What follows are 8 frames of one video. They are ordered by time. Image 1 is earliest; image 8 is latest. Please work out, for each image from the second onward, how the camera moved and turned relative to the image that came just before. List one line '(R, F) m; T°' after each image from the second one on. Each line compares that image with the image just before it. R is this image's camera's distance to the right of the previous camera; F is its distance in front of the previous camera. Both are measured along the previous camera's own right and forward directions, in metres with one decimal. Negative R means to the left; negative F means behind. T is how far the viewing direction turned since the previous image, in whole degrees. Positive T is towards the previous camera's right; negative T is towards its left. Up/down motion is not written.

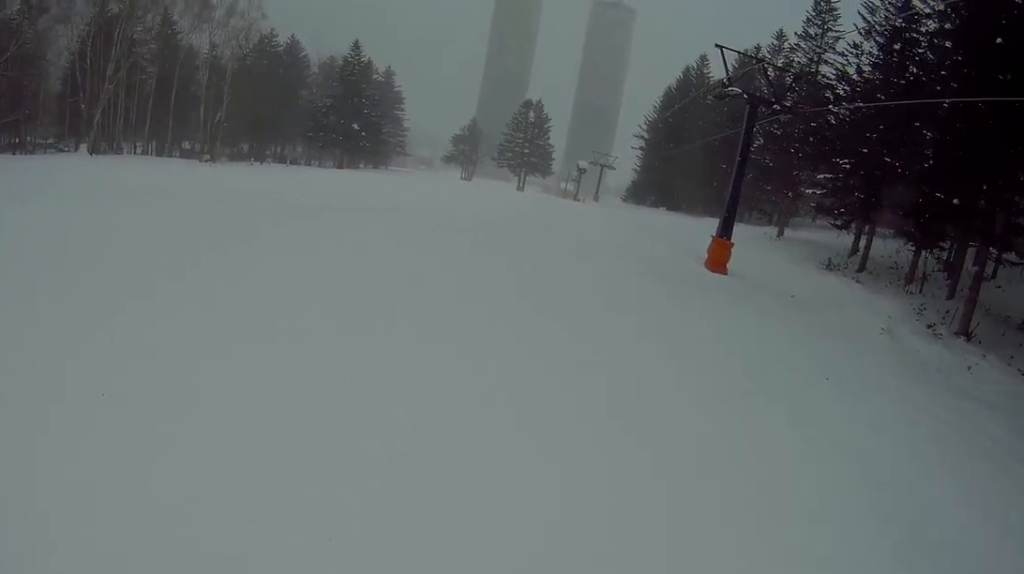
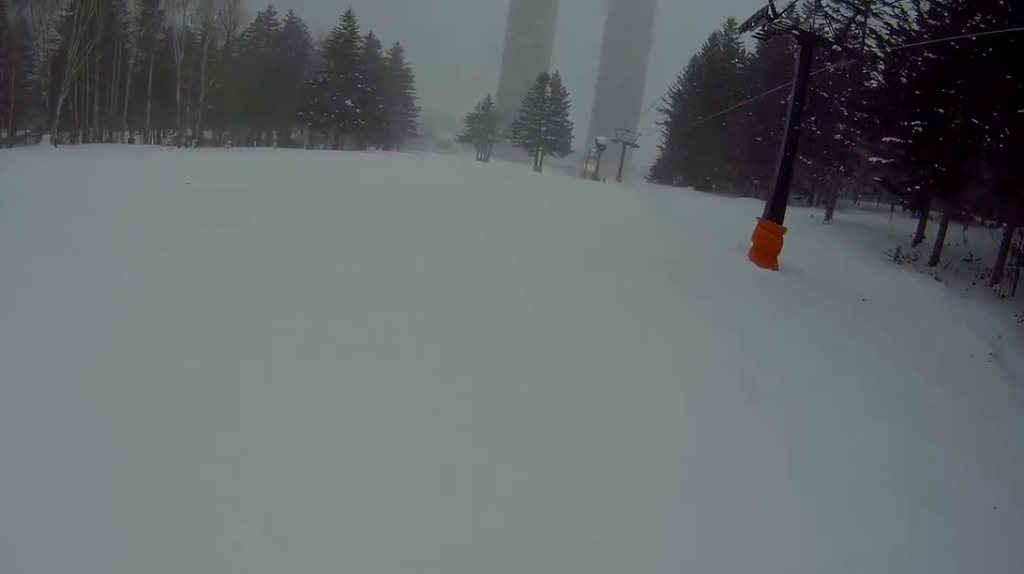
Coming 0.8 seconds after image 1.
(-0.4, +8.2) m; -8°
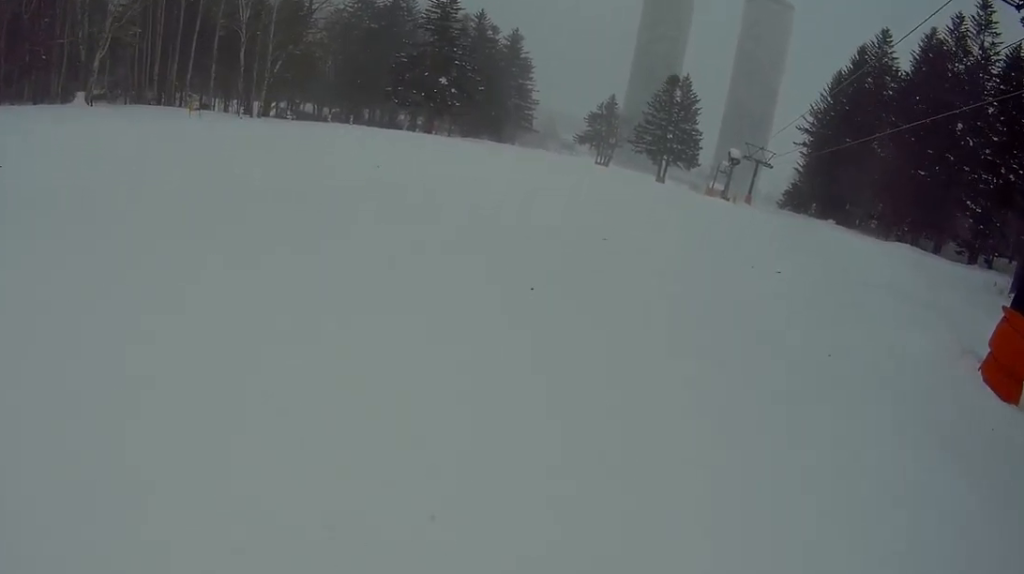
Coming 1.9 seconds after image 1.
(-1.5, +11.5) m; -16°
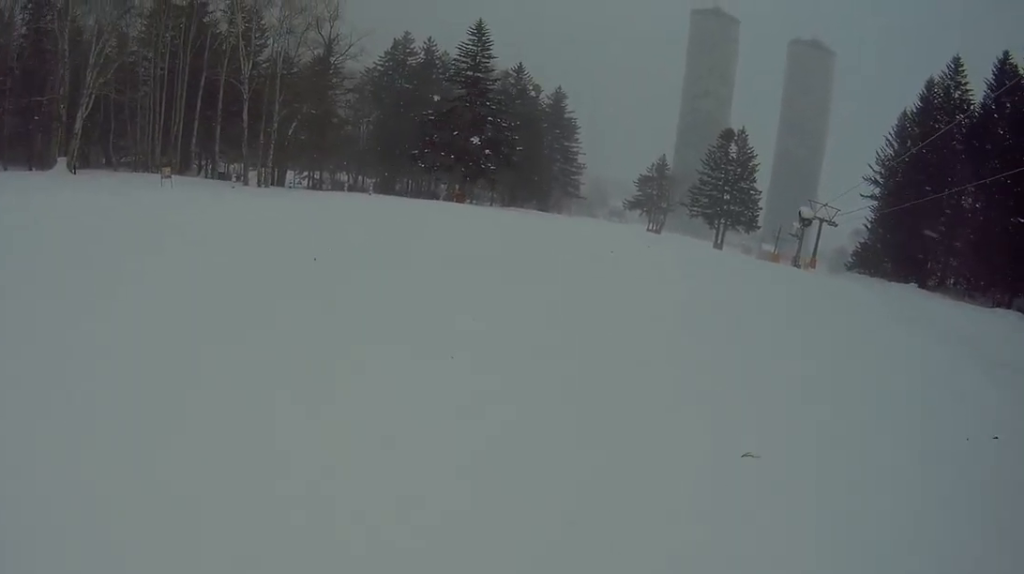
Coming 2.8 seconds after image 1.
(-1.5, +8.5) m; -7°
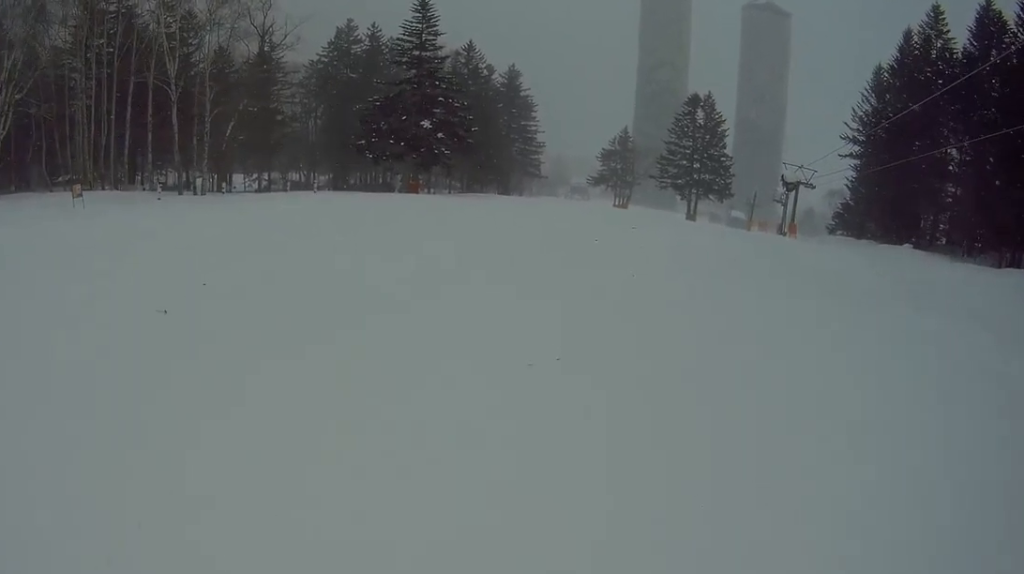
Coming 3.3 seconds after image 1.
(+0.2, +4.6) m; +4°
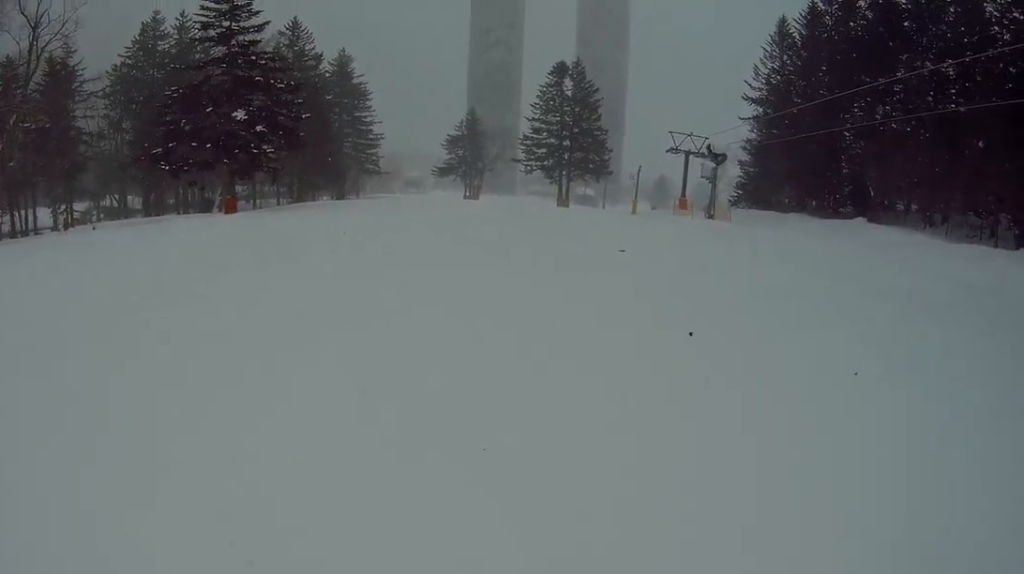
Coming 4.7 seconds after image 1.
(+1.5, +13.4) m; +10°
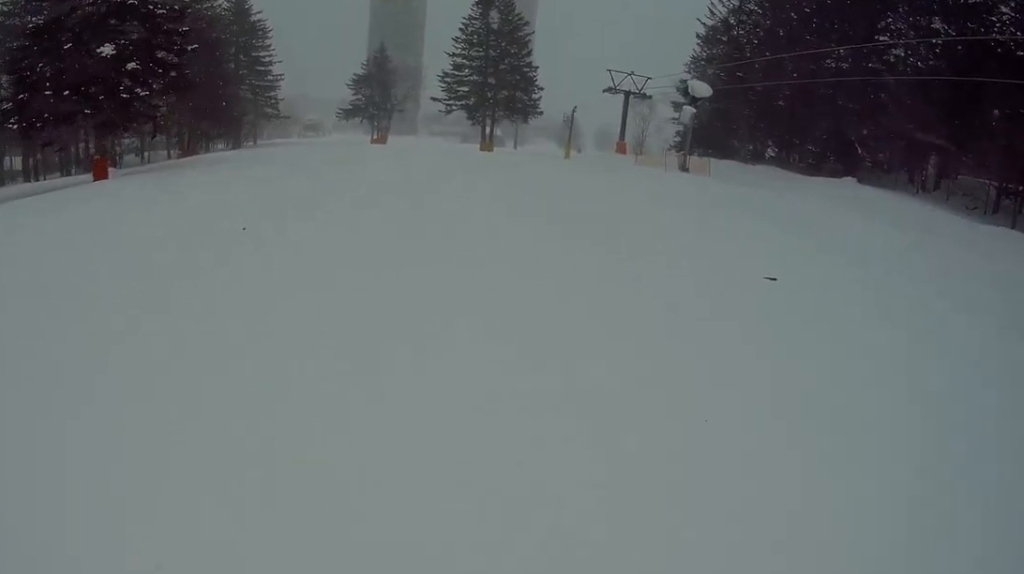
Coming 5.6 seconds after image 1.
(+0.1, +7.8) m; +5°
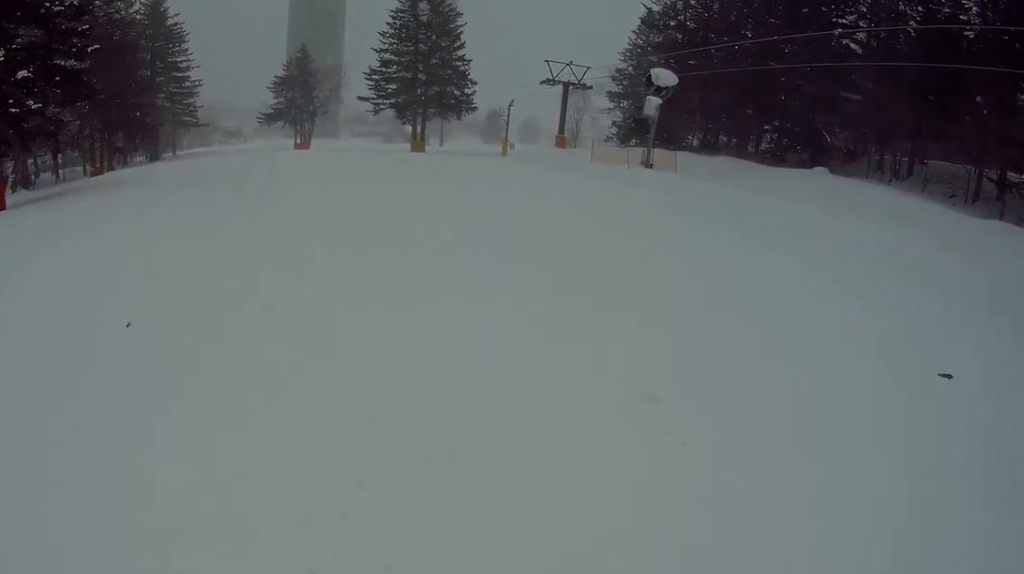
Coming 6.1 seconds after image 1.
(+0.2, +4.1) m; +3°
